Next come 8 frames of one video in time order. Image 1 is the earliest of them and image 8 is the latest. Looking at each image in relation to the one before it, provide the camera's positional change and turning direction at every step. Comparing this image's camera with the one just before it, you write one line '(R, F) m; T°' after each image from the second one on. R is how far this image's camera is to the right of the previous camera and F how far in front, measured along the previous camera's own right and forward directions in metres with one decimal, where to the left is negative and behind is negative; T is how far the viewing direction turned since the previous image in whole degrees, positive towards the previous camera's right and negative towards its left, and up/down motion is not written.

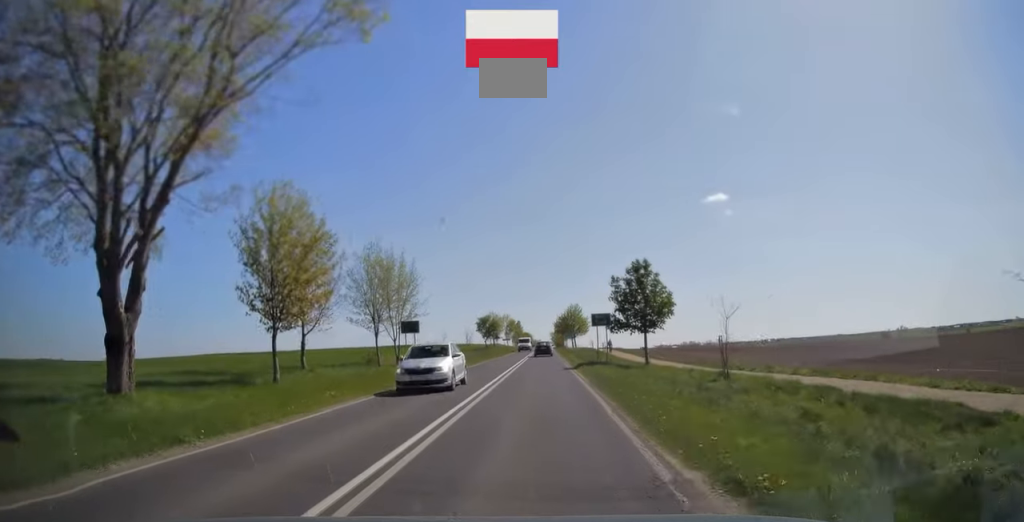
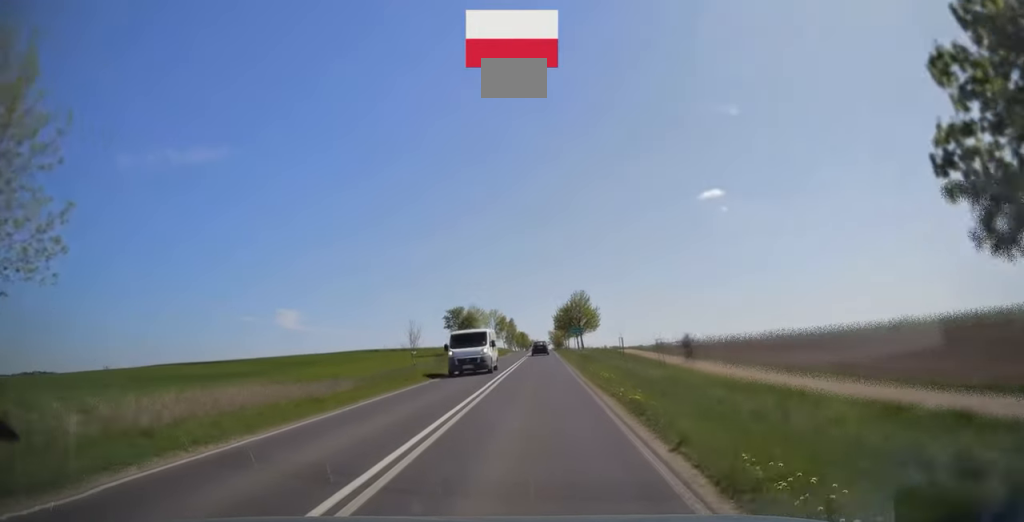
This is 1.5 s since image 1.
(0.0, +30.8) m; 0°
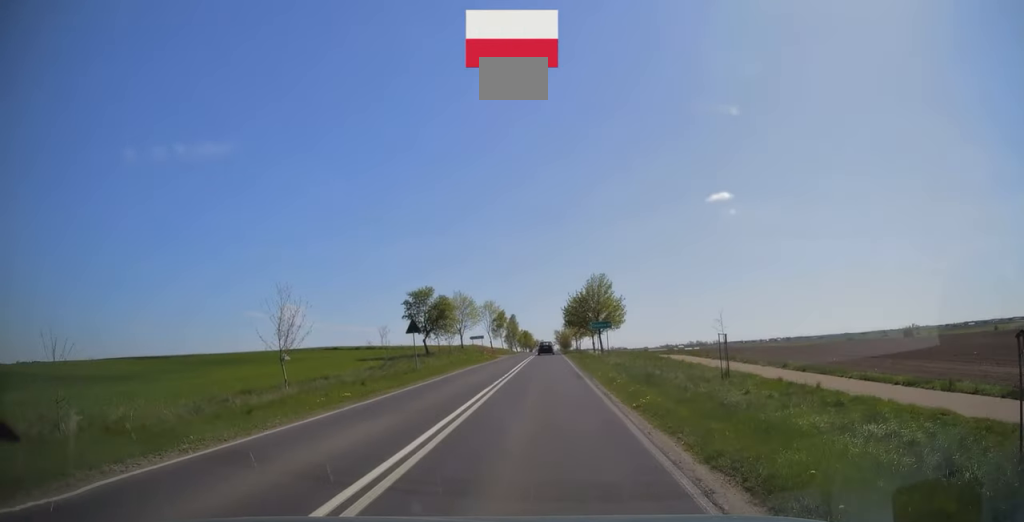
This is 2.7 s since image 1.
(+0.1, +24.0) m; 0°
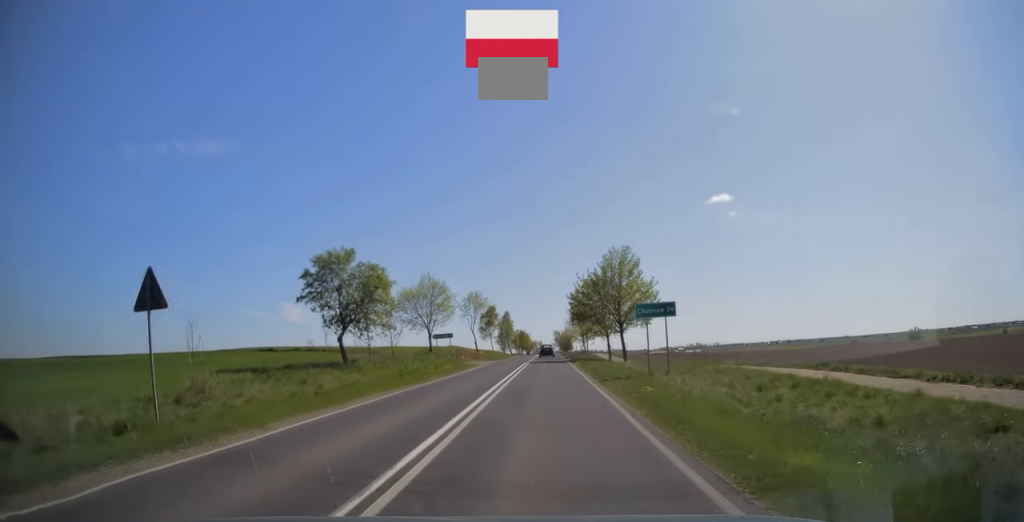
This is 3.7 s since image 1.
(-0.1, +21.4) m; 0°
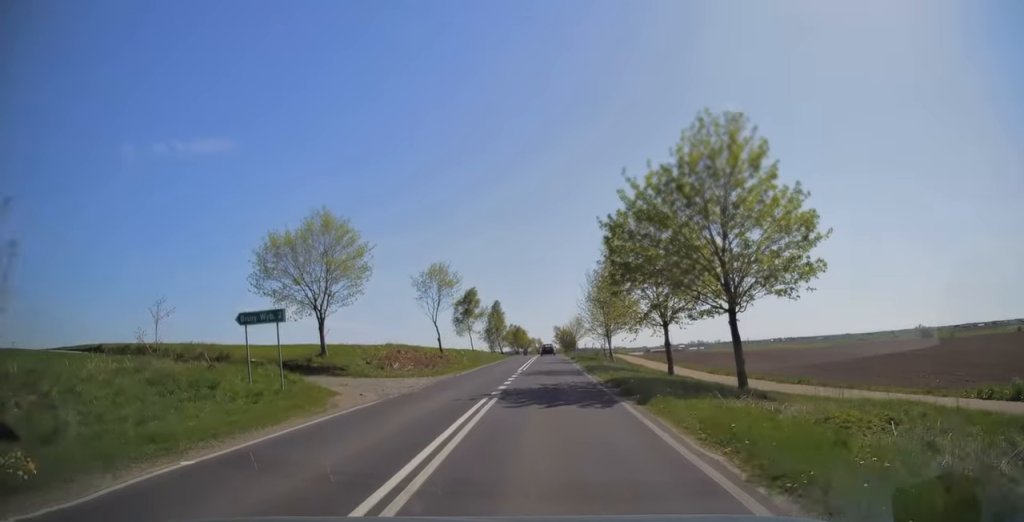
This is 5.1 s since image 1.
(0.0, +29.5) m; 0°
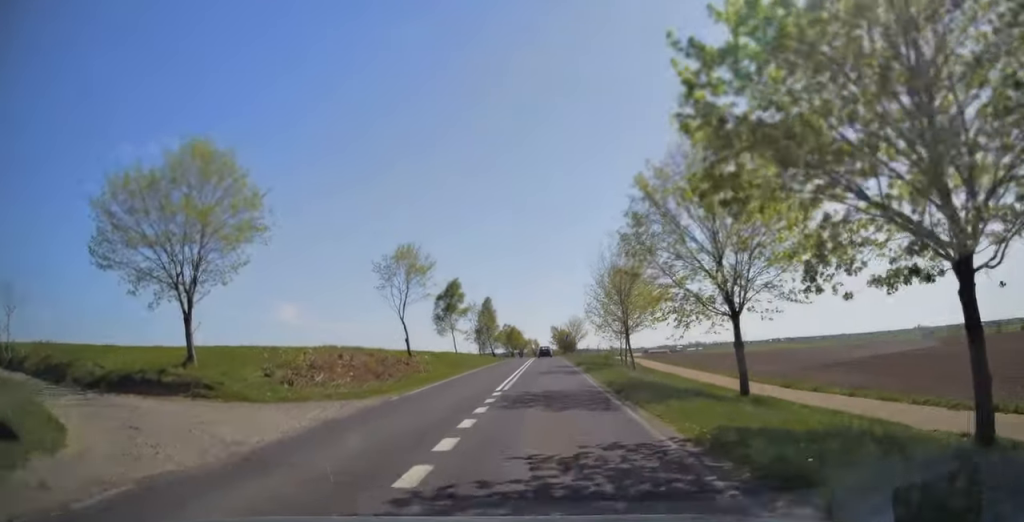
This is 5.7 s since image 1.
(0.0, +12.2) m; 0°
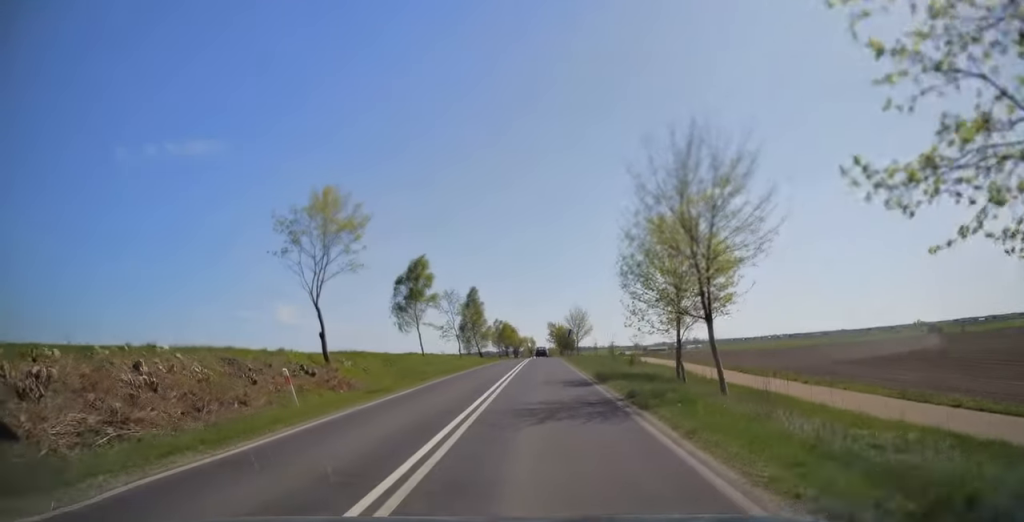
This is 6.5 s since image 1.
(+0.1, +16.8) m; 0°
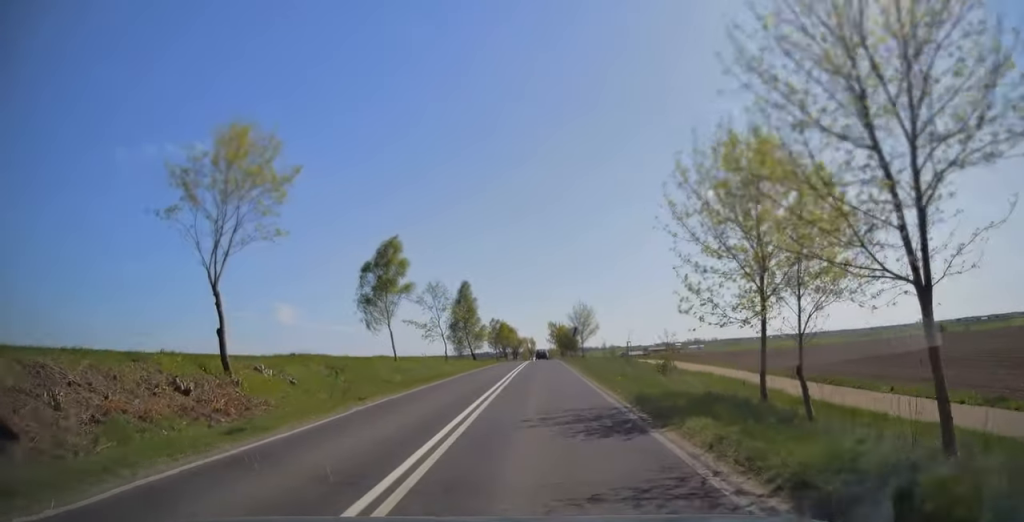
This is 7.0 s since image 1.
(0.0, +9.5) m; 0°
